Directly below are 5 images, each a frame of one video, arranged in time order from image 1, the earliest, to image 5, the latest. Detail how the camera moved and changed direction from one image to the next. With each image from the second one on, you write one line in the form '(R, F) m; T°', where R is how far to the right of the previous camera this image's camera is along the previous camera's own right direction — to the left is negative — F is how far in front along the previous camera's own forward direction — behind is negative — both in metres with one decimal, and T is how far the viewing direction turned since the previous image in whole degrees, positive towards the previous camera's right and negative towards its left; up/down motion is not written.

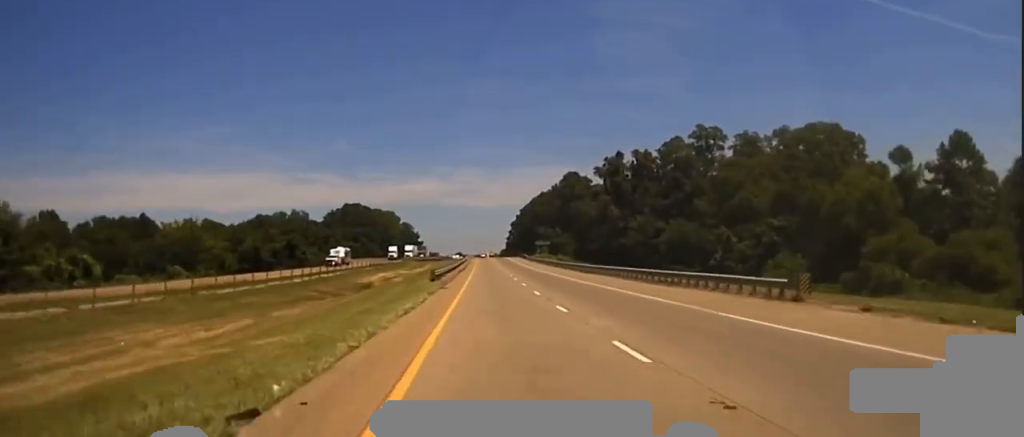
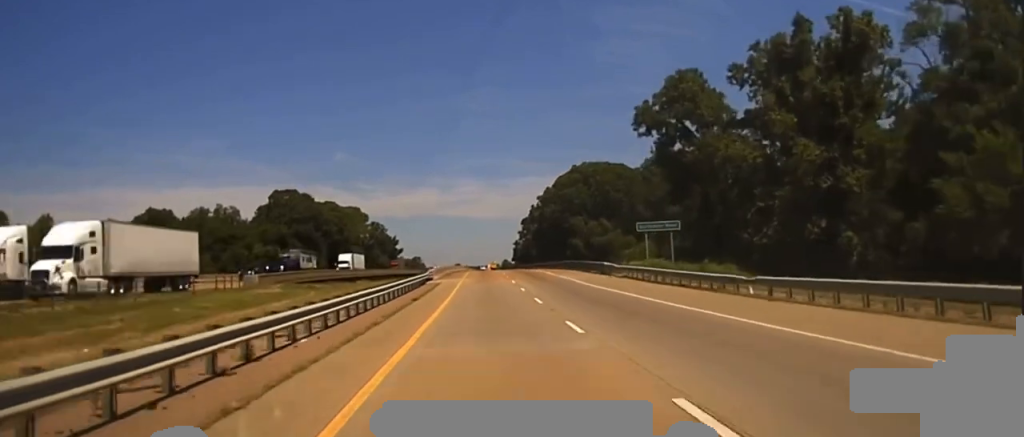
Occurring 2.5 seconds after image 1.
(+0.3, +128.8) m; -1°
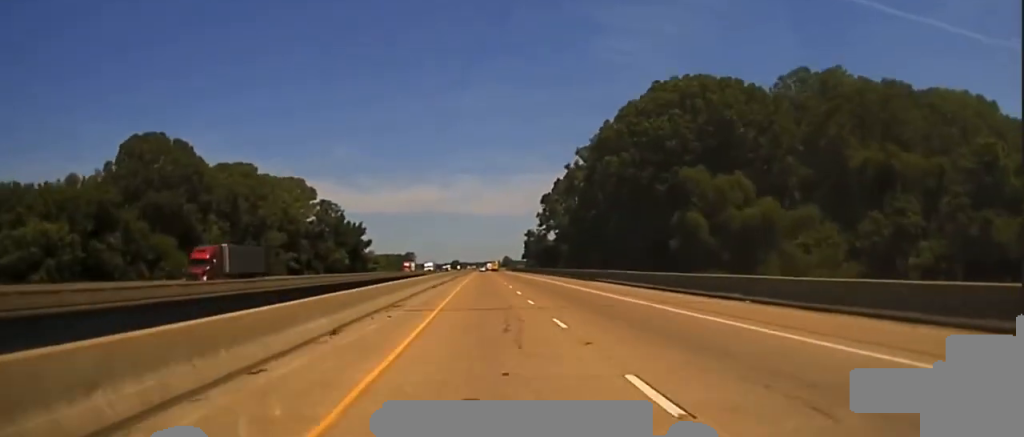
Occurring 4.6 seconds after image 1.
(-0.4, +105.4) m; 0°
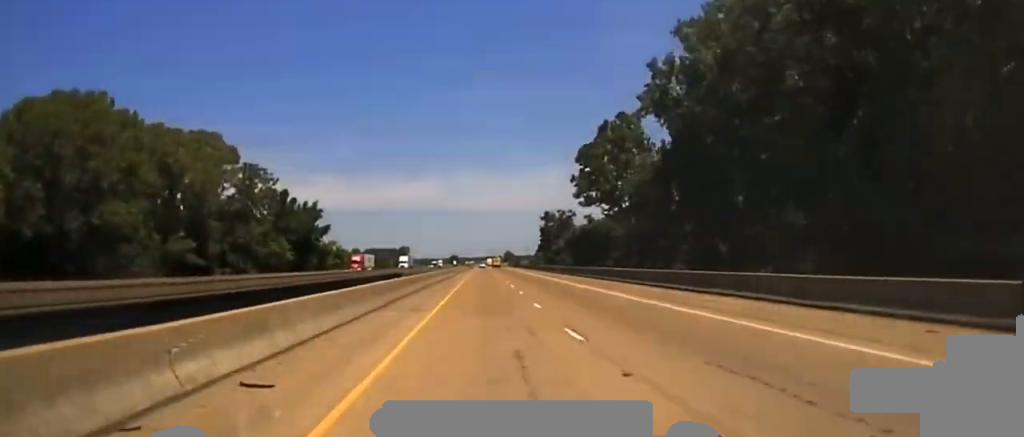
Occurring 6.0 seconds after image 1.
(+0.3, +77.3) m; 0°
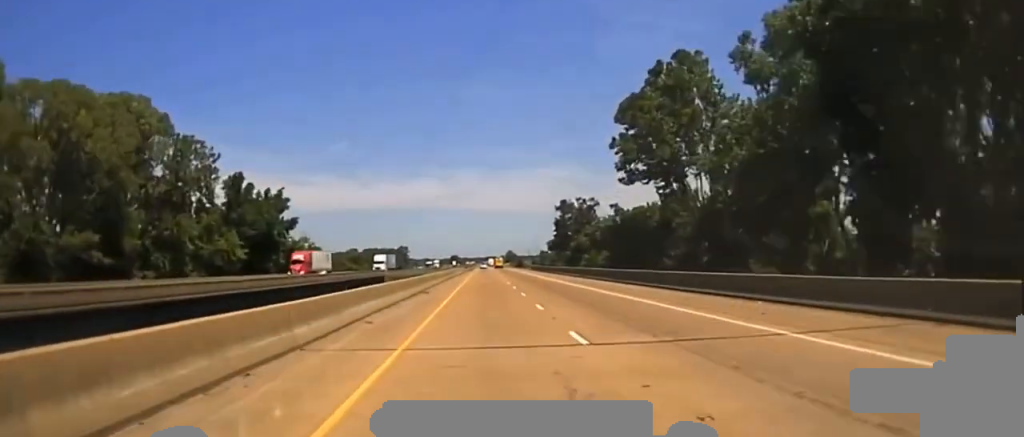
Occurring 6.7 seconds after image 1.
(-0.1, +37.0) m; 0°
